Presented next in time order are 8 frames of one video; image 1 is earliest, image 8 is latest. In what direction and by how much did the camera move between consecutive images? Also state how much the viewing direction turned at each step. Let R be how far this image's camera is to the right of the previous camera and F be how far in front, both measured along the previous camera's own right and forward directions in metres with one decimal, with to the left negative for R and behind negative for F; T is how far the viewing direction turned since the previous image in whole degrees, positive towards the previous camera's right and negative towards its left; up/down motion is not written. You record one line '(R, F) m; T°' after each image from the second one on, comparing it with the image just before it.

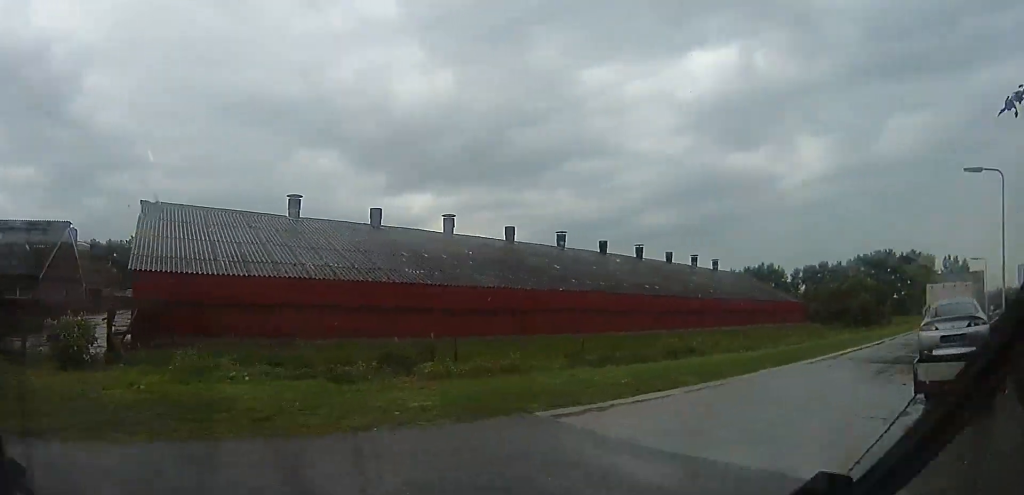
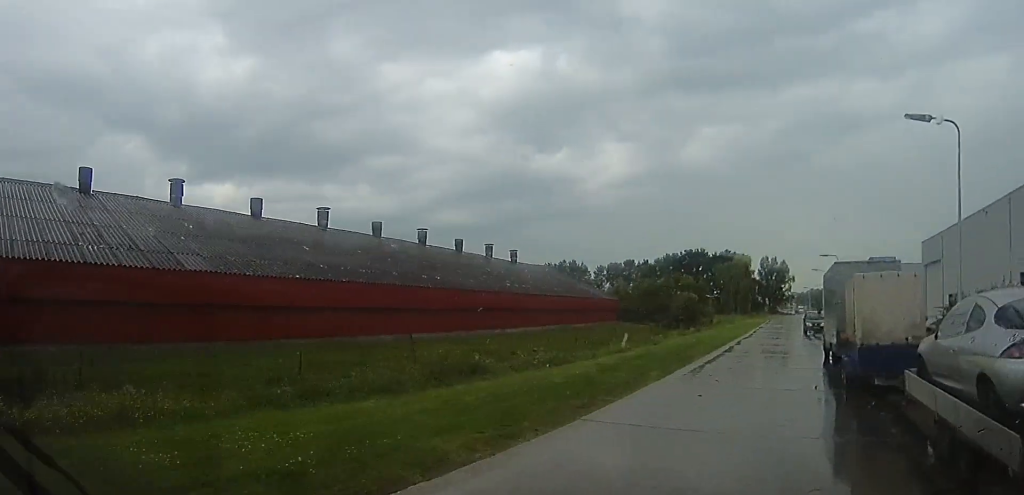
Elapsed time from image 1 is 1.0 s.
(+1.3, +6.7) m; +26°
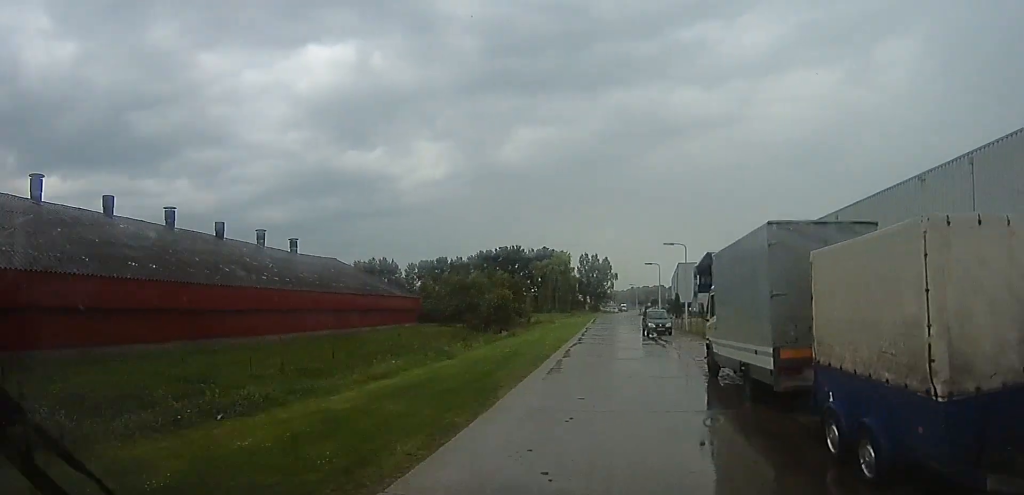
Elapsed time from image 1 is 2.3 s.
(+2.3, +7.5) m; +24°
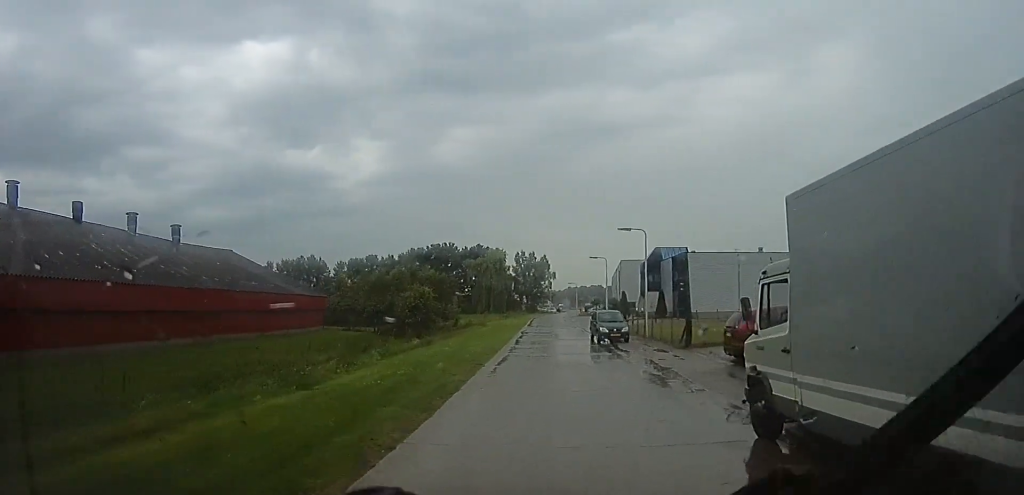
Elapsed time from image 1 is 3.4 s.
(+0.5, +6.9) m; +1°
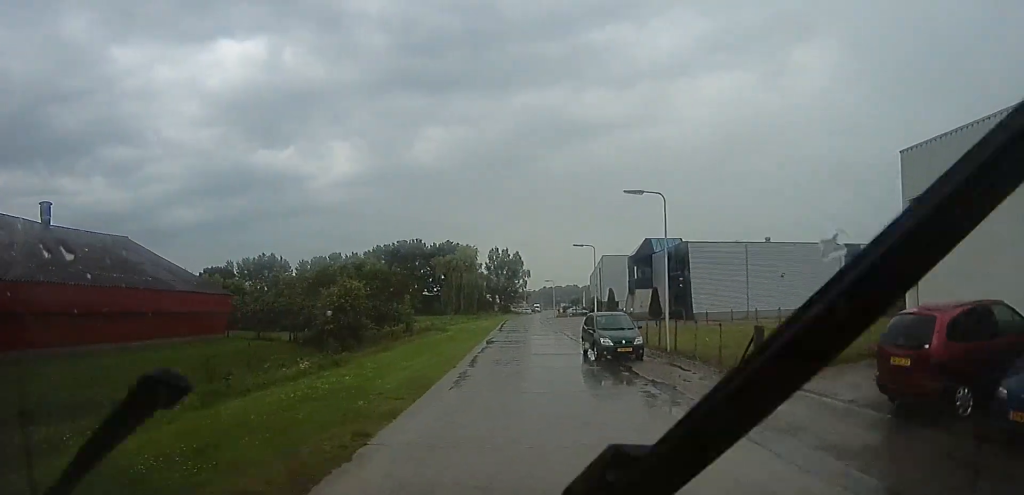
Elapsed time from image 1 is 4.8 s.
(-0.6, +8.5) m; -6°
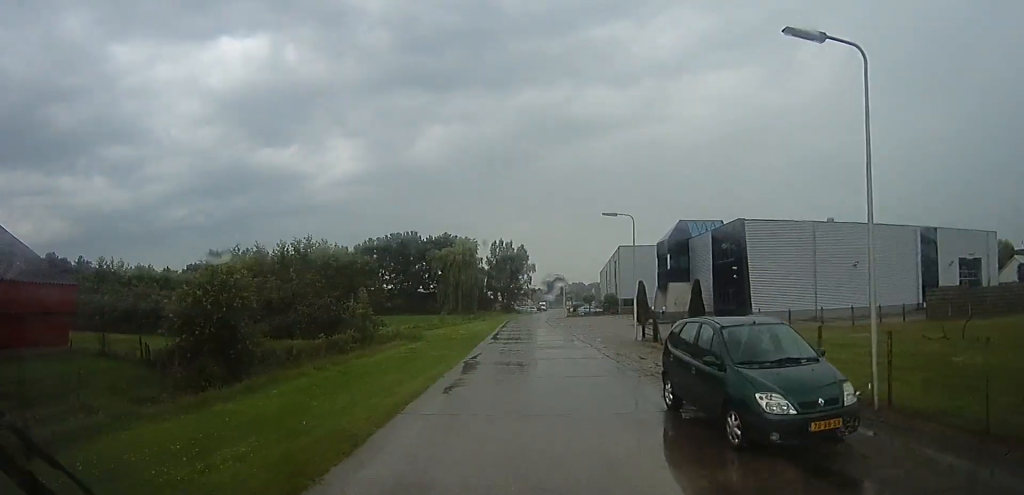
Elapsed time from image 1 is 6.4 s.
(0.0, +10.9) m; +4°
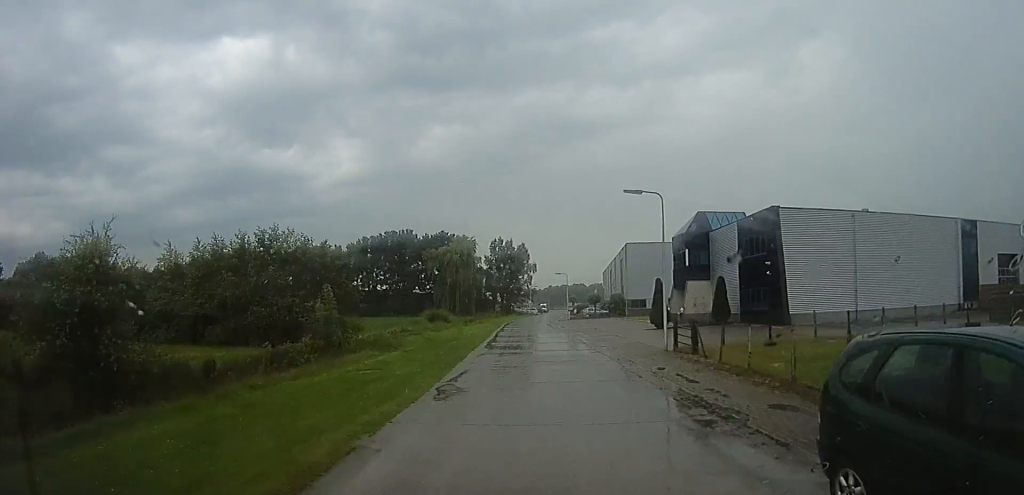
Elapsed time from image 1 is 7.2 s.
(+0.3, +5.1) m; +3°
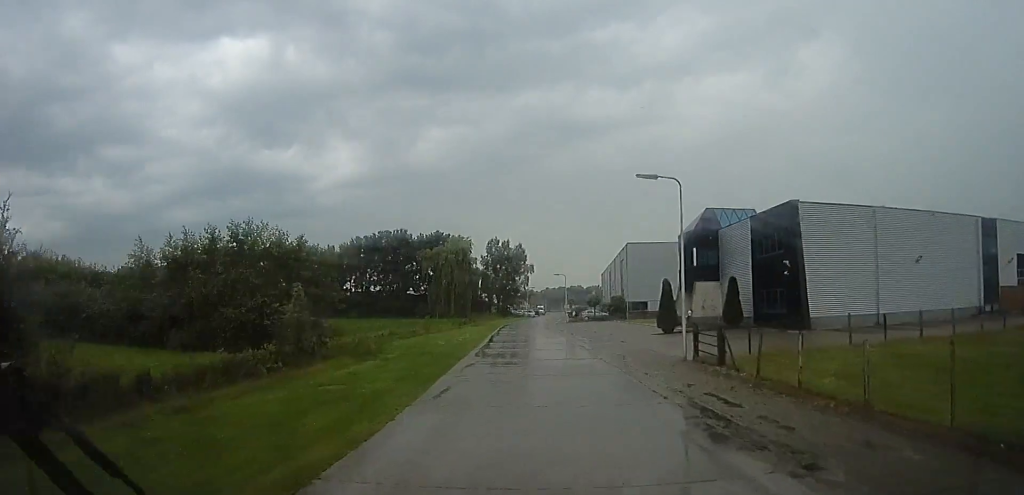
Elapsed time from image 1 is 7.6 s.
(+0.1, +2.7) m; +2°
